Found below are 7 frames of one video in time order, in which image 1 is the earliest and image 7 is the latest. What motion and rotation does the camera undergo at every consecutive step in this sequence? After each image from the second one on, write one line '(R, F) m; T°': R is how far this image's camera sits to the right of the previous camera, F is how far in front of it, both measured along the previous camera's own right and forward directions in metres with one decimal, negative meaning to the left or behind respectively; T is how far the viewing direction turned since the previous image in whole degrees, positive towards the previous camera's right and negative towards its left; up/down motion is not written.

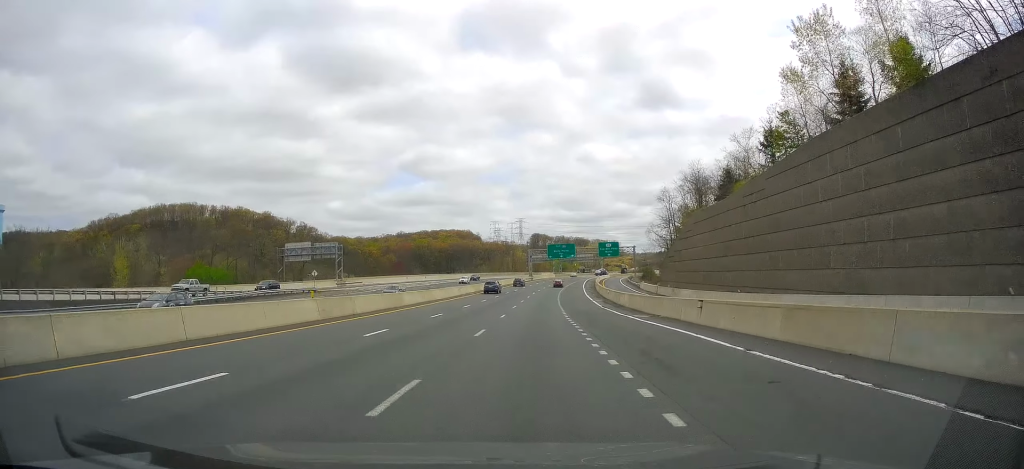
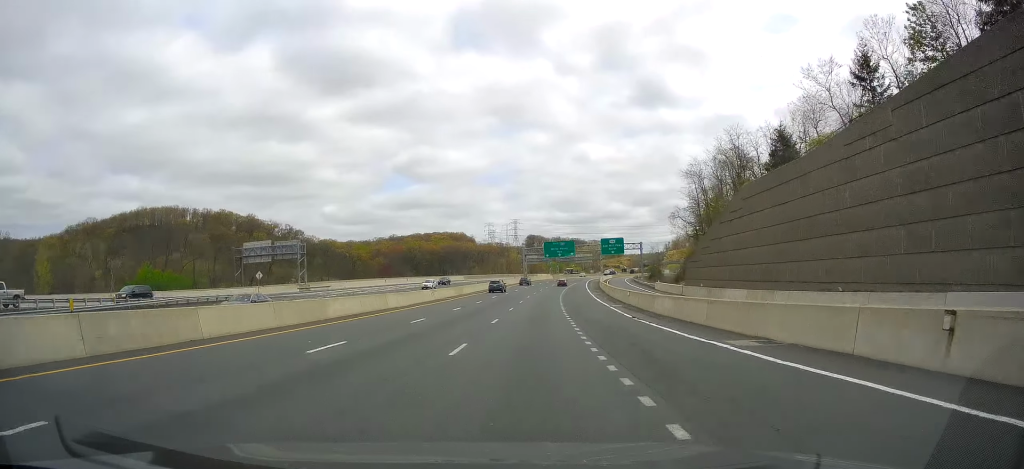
(-0.1, +17.1) m; 0°
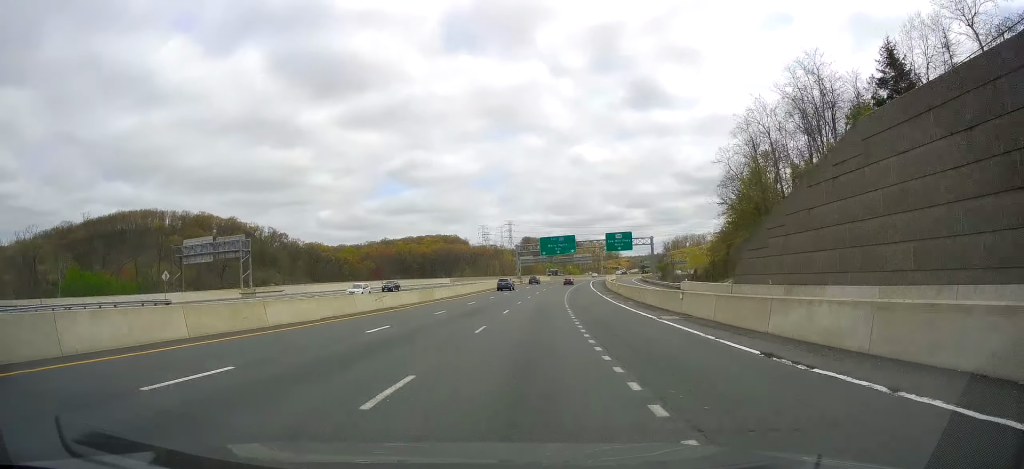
(+0.3, +19.1) m; 0°
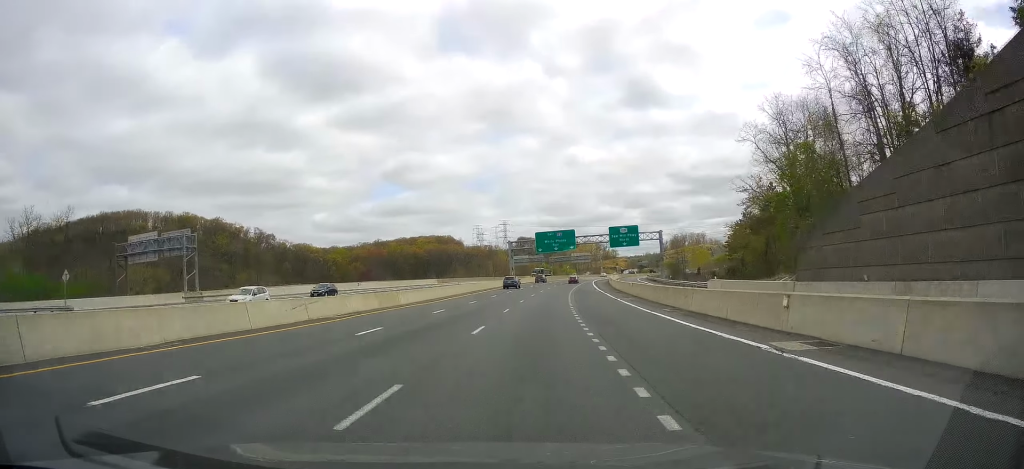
(0.0, +13.4) m; 0°
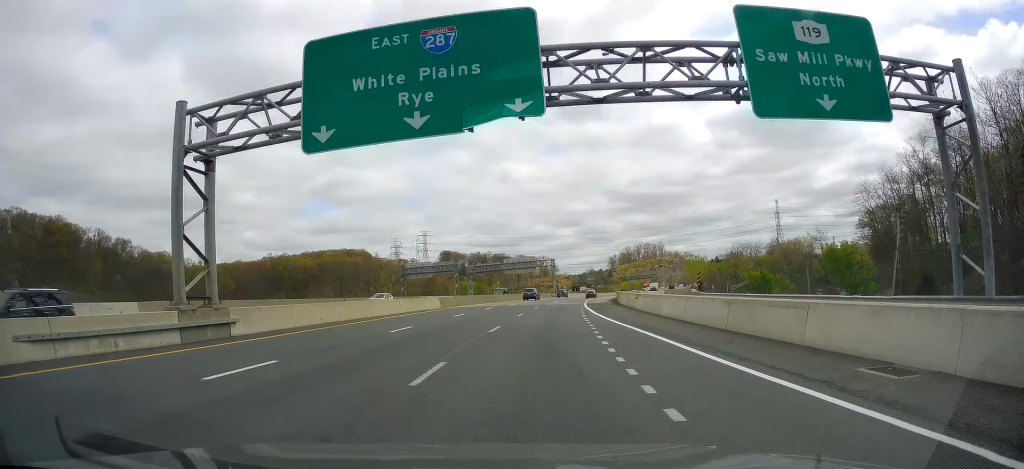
(+4.6, +94.4) m; +6°
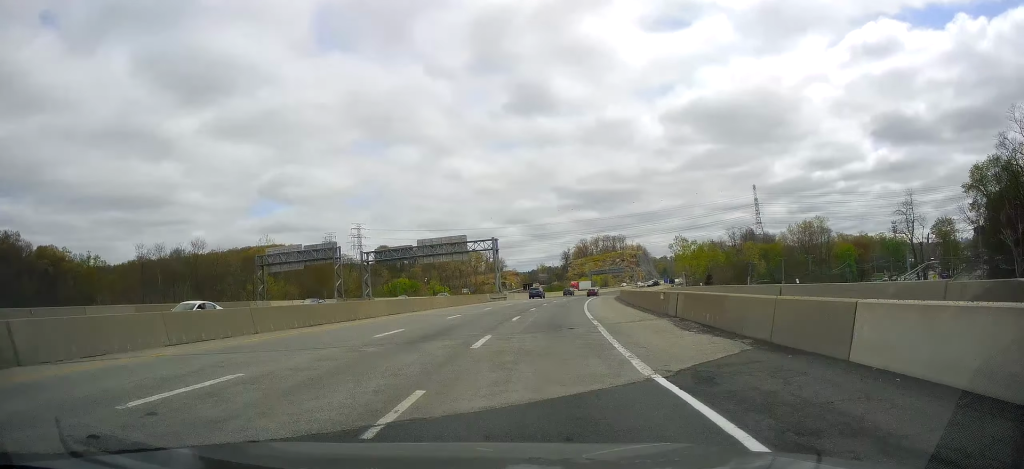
(+2.3, +53.9) m; +5°
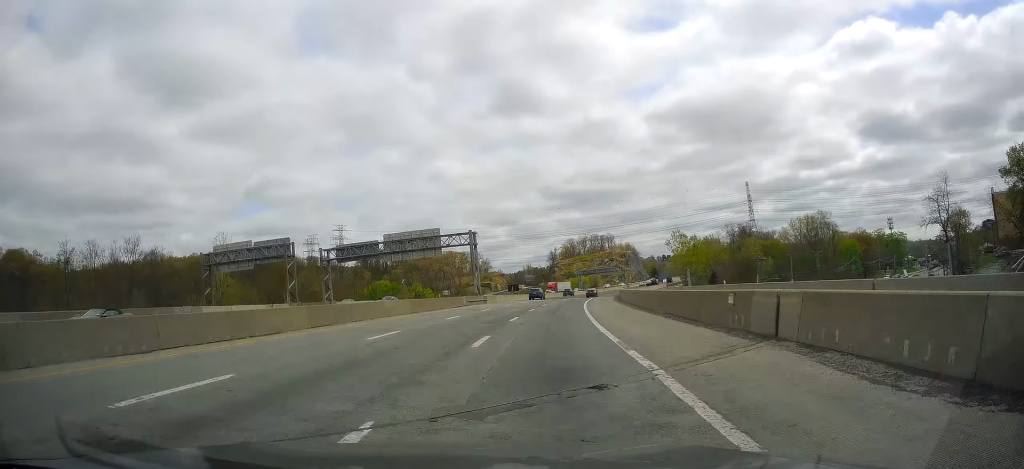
(+0.3, +12.5) m; +1°
